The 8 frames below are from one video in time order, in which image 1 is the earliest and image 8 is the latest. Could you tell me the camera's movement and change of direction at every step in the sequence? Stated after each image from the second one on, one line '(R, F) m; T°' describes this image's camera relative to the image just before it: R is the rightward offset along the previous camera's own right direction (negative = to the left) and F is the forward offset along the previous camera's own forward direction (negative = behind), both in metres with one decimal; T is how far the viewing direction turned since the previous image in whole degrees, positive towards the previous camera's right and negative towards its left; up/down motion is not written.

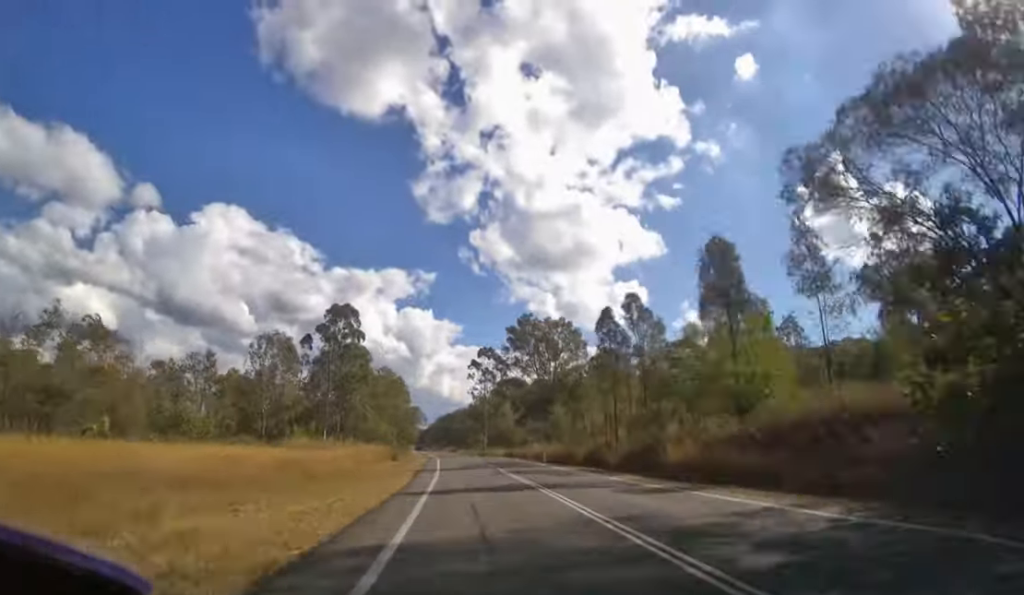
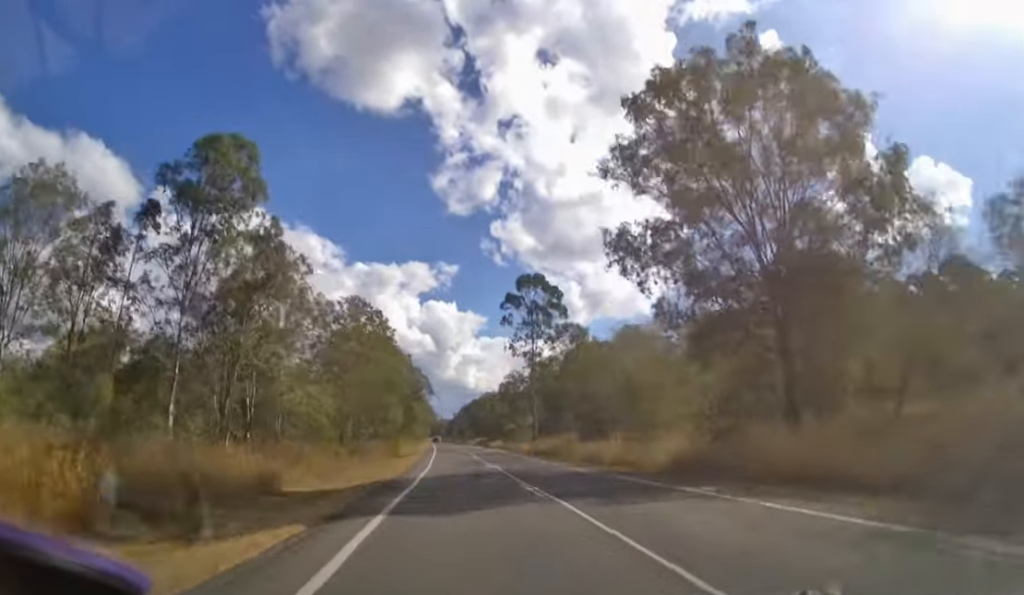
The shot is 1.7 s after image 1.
(-1.2, +55.3) m; -3°
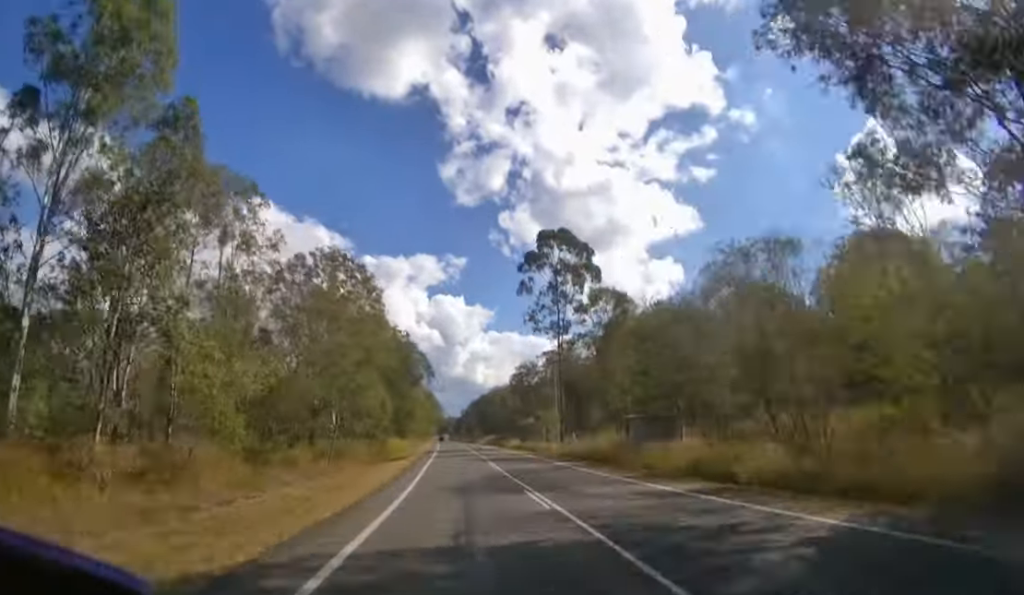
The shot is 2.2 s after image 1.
(-0.1, +14.2) m; -1°
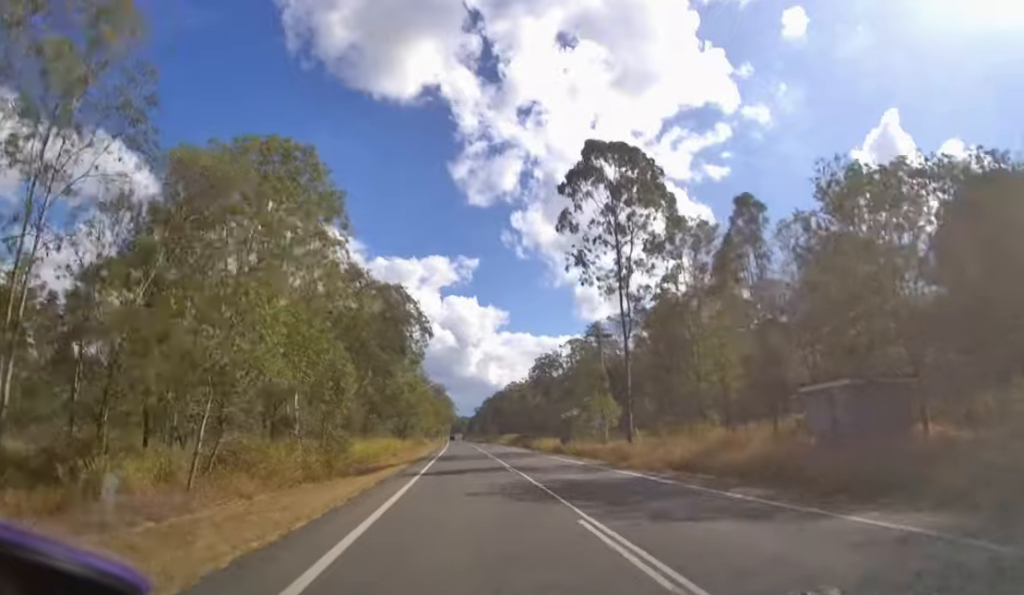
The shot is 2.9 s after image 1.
(-0.3, +19.3) m; -1°
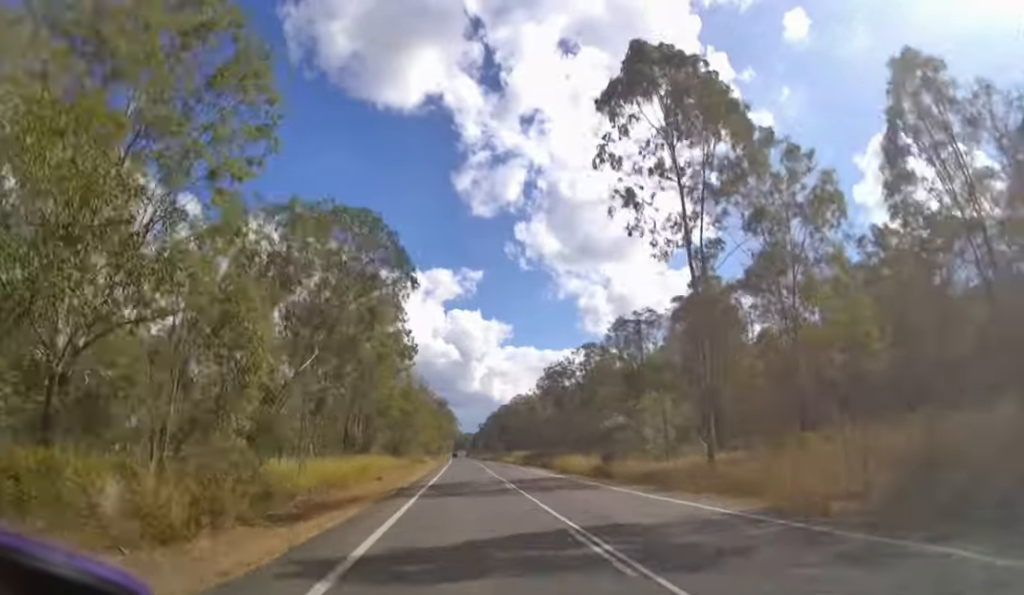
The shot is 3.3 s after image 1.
(-0.1, +11.4) m; -1°
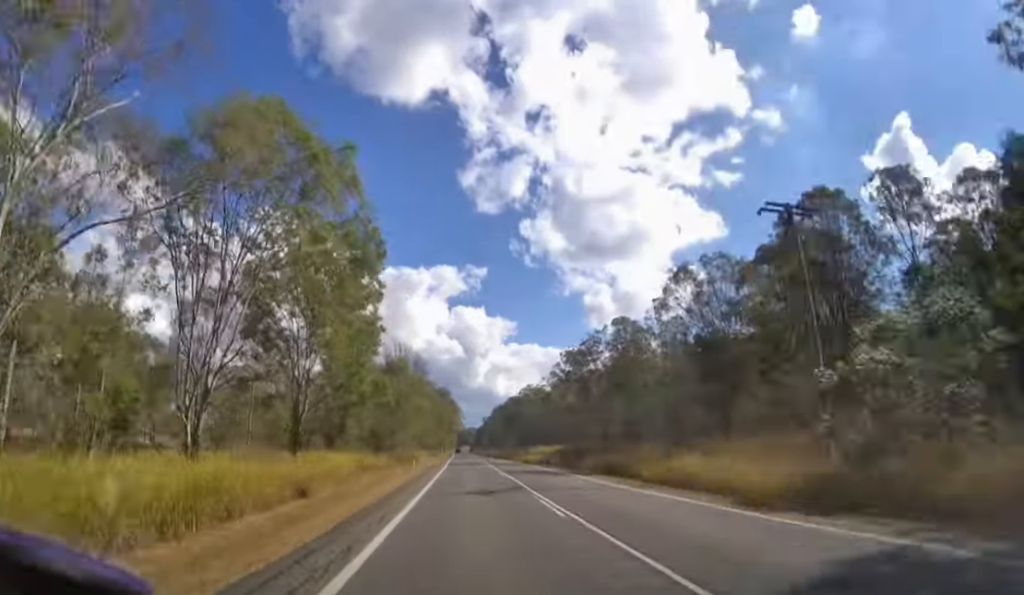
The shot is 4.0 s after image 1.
(-0.2, +19.0) m; -1°
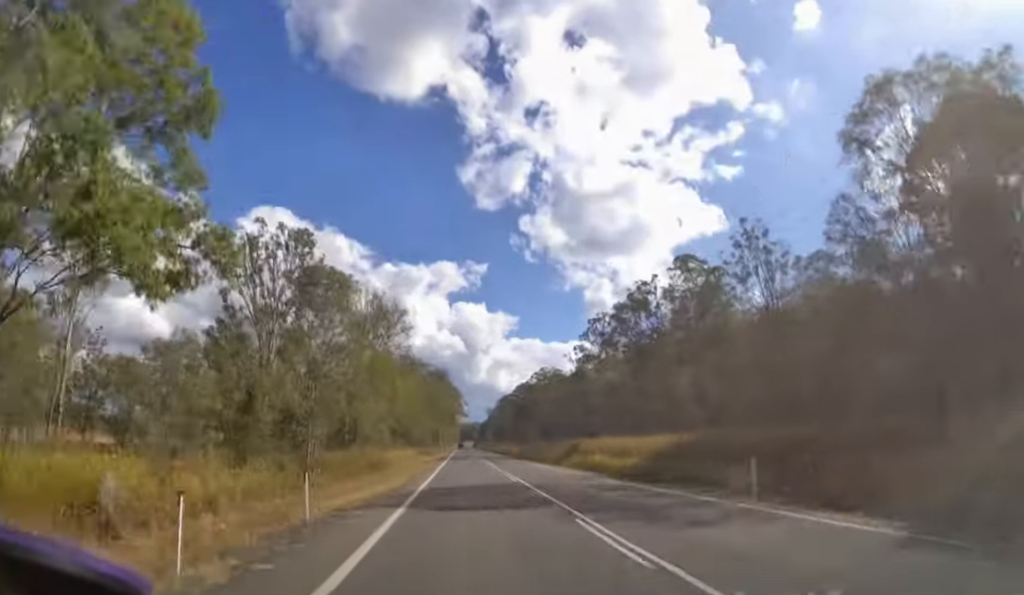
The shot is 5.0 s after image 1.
(-0.1, +27.7) m; 0°
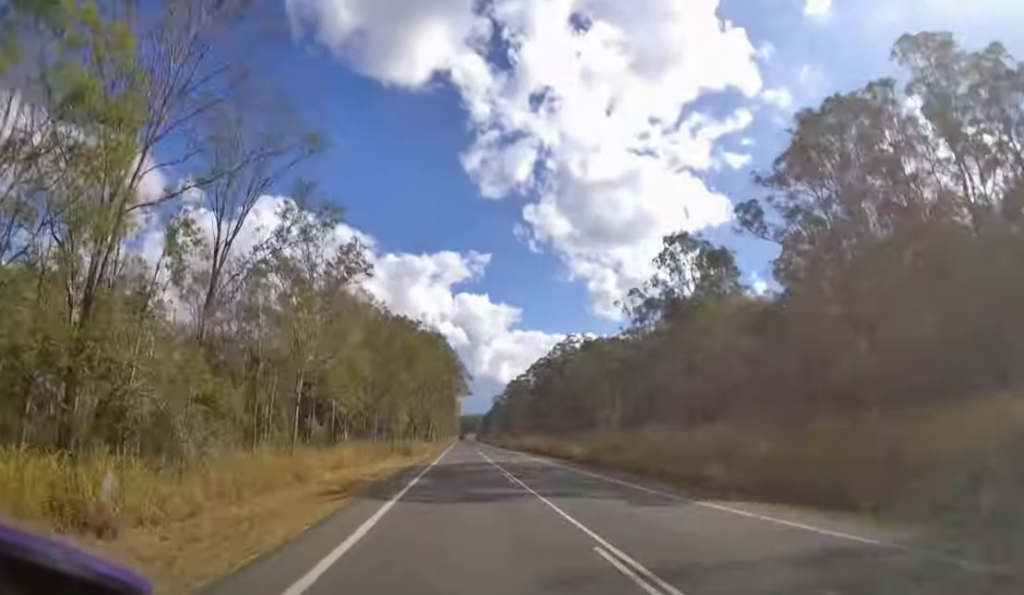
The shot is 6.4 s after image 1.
(-0.1, +32.3) m; 0°
